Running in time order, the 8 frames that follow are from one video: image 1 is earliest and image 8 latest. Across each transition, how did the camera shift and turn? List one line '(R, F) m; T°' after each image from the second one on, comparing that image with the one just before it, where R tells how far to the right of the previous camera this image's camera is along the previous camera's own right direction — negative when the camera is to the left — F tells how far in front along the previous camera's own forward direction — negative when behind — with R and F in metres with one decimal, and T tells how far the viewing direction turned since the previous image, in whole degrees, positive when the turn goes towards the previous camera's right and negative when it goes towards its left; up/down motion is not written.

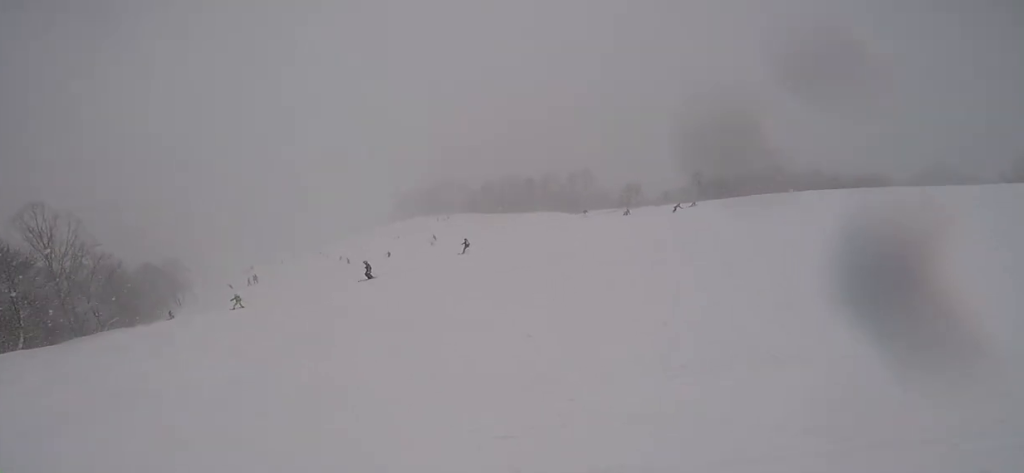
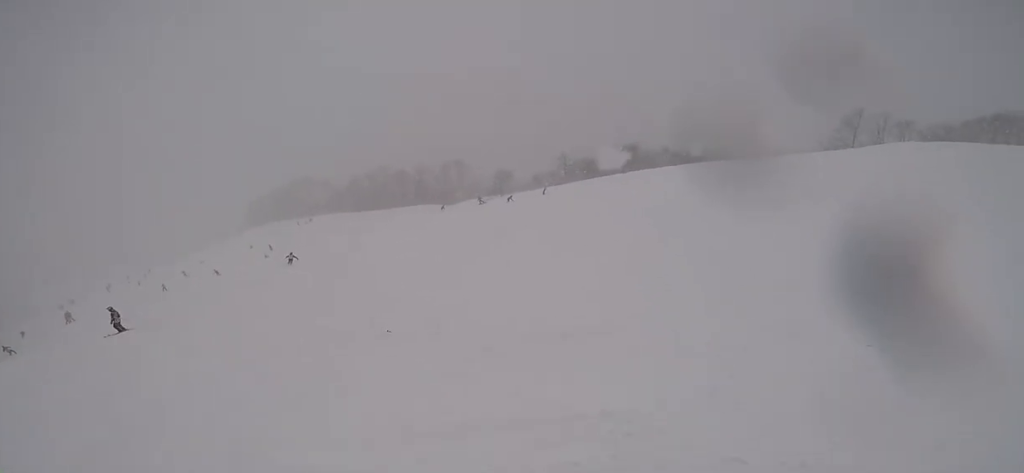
(-0.6, +3.8) m; -17°
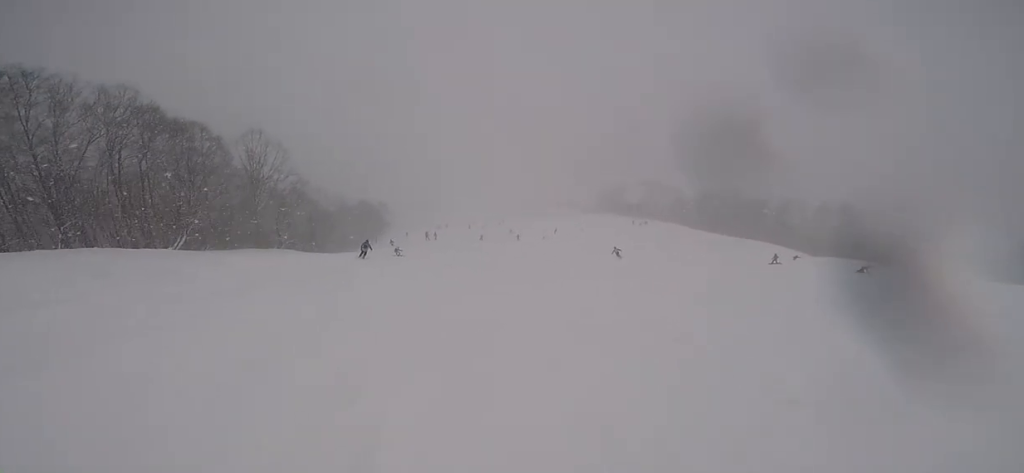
(-1.2, +6.3) m; -22°
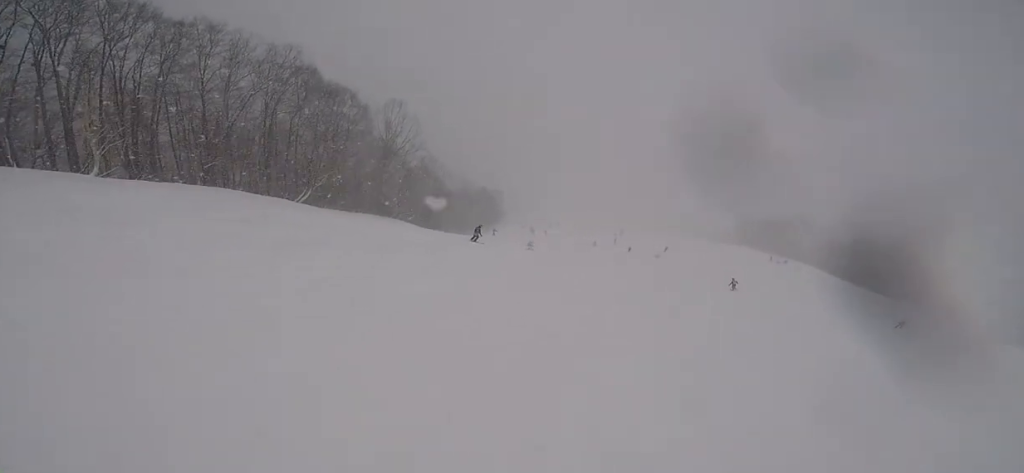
(-0.4, +2.5) m; -11°
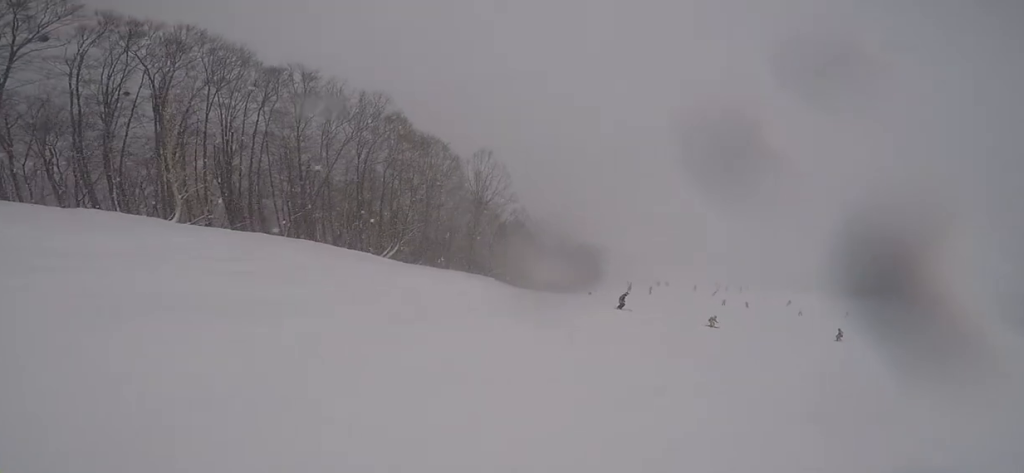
(-0.8, +4.4) m; -10°
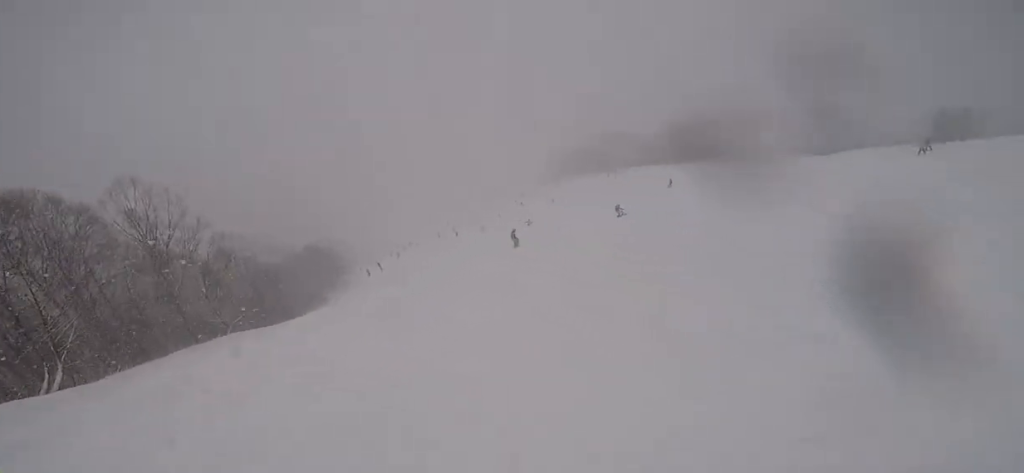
(+1.2, +7.1) m; +32°
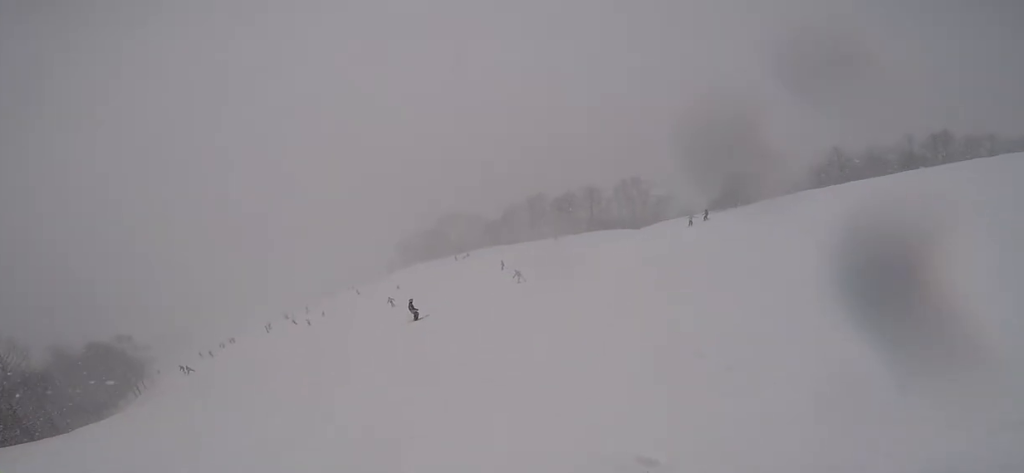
(+0.3, +4.0) m; +21°
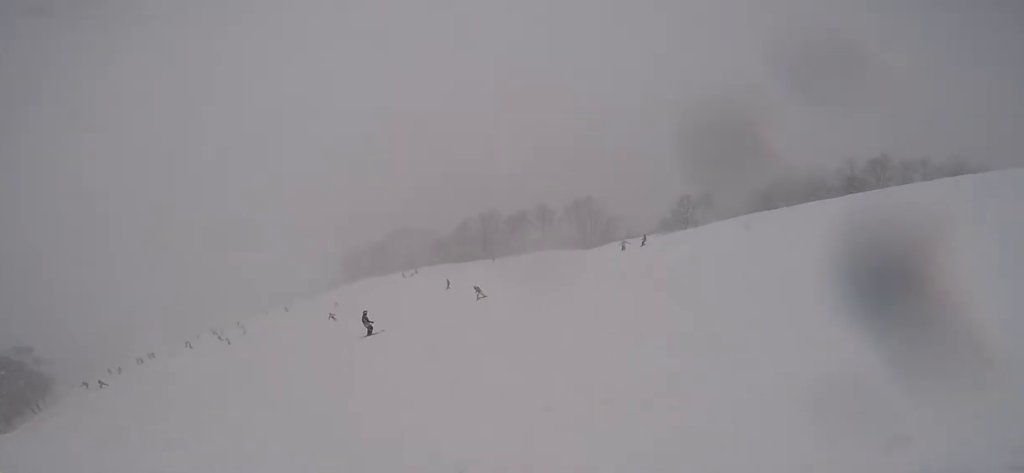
(+0.6, +1.9) m; +7°
